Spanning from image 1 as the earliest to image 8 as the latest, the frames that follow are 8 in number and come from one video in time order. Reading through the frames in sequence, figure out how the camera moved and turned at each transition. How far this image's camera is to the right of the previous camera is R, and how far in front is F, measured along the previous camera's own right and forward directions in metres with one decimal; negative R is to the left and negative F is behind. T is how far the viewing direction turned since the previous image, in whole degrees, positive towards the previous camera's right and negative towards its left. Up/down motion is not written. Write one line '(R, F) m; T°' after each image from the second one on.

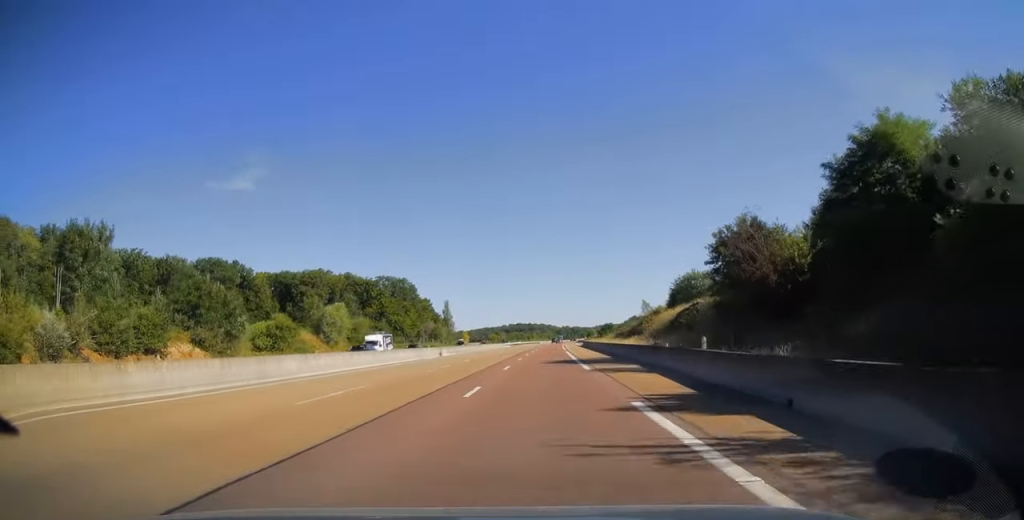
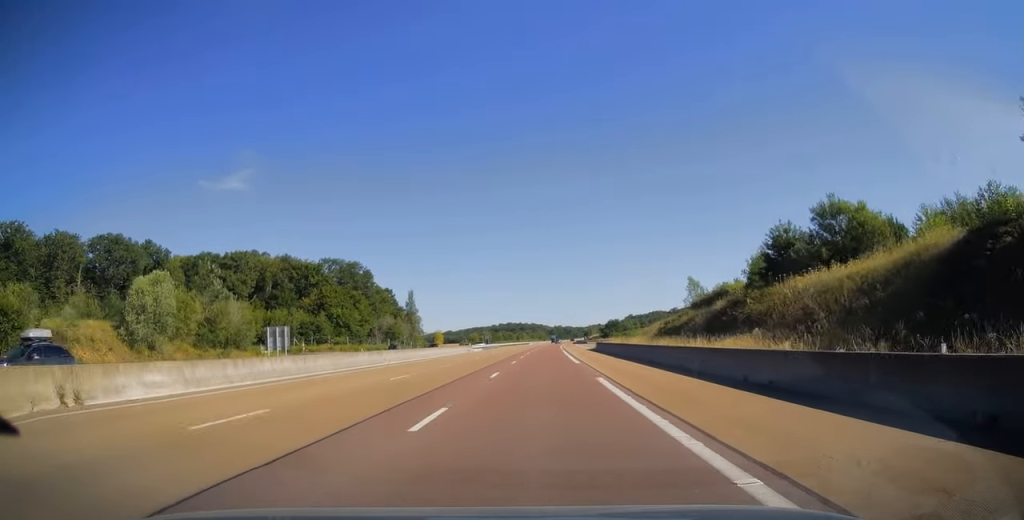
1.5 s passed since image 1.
(+0.3, +44.6) m; +1°
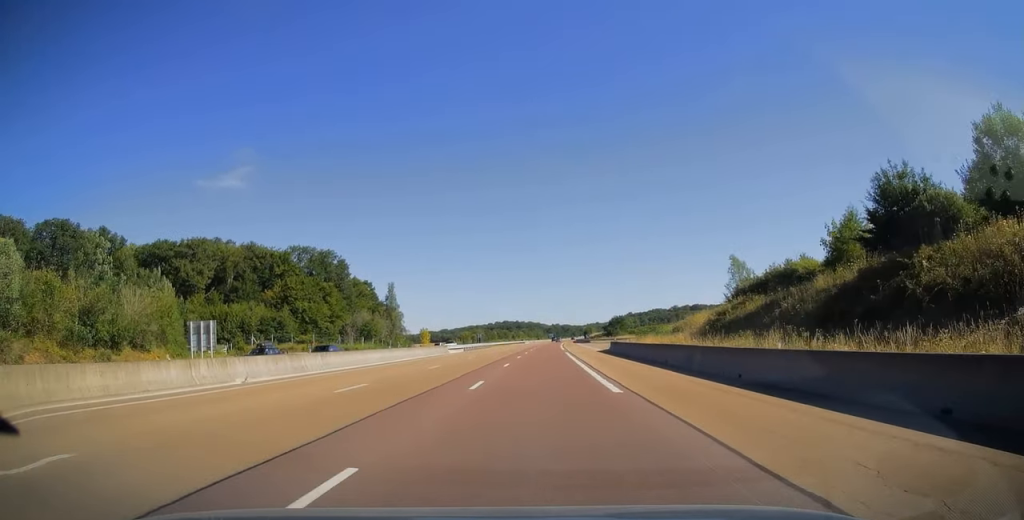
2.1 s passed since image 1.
(0.0, +18.7) m; 0°
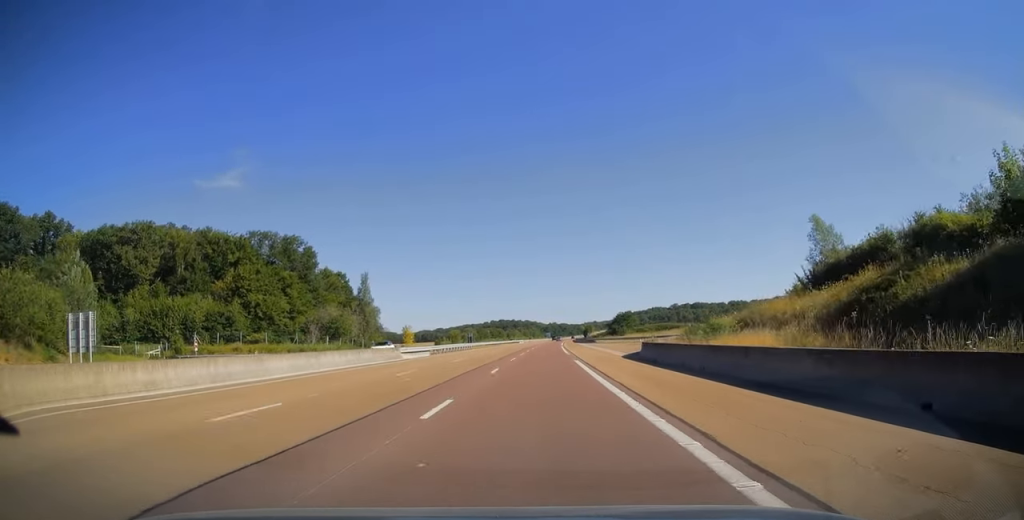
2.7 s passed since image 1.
(0.0, +19.2) m; 0°
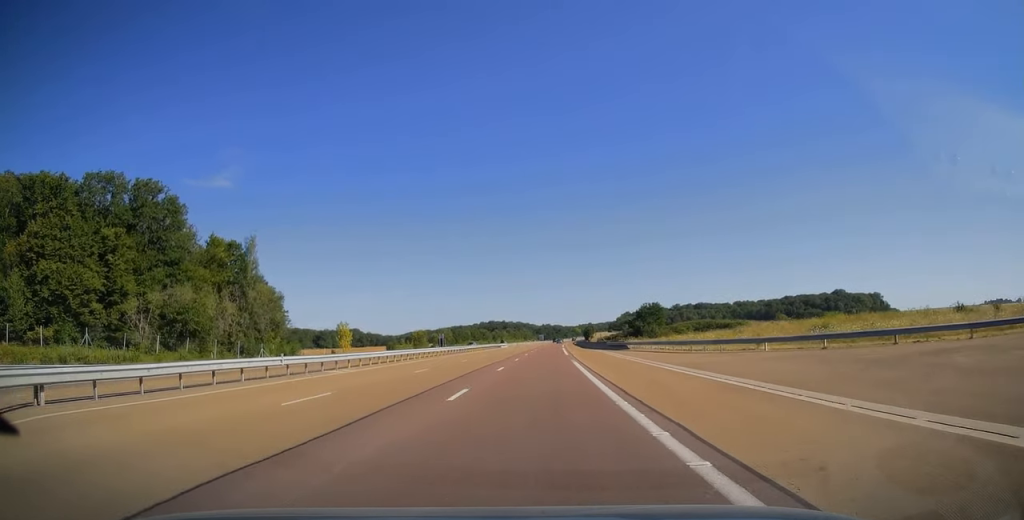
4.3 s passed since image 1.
(+0.5, +48.6) m; +1°
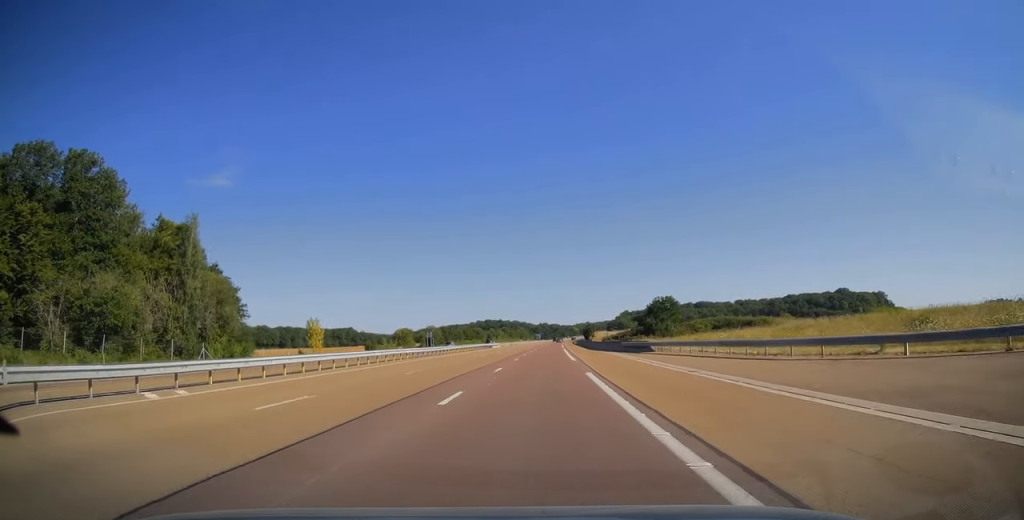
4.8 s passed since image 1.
(0.0, +14.1) m; 0°
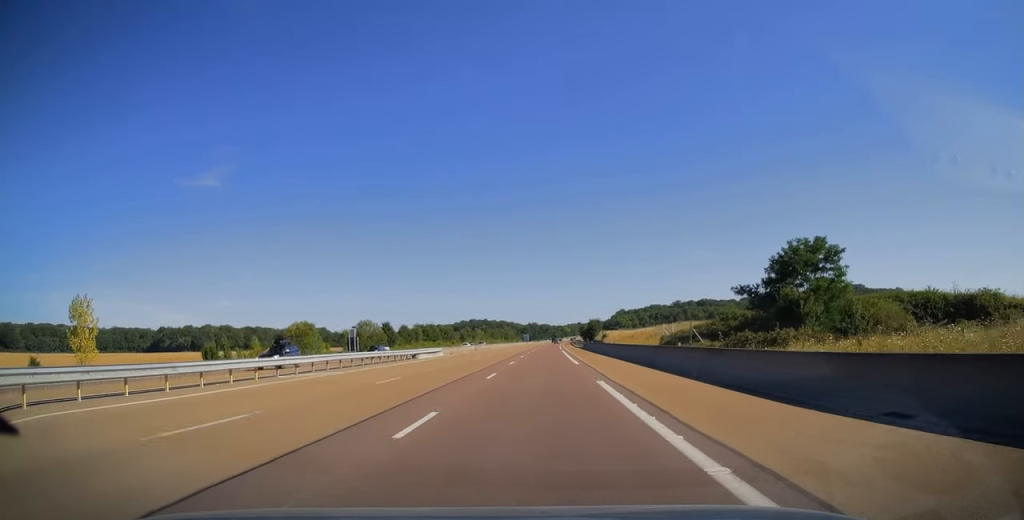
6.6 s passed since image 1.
(+0.6, +56.0) m; +1°
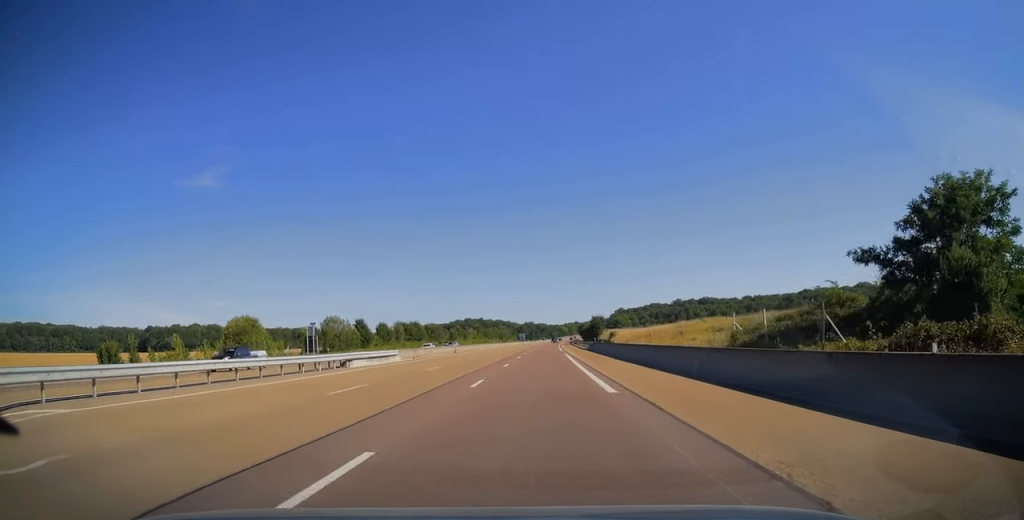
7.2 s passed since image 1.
(+0.1, +17.1) m; 0°
